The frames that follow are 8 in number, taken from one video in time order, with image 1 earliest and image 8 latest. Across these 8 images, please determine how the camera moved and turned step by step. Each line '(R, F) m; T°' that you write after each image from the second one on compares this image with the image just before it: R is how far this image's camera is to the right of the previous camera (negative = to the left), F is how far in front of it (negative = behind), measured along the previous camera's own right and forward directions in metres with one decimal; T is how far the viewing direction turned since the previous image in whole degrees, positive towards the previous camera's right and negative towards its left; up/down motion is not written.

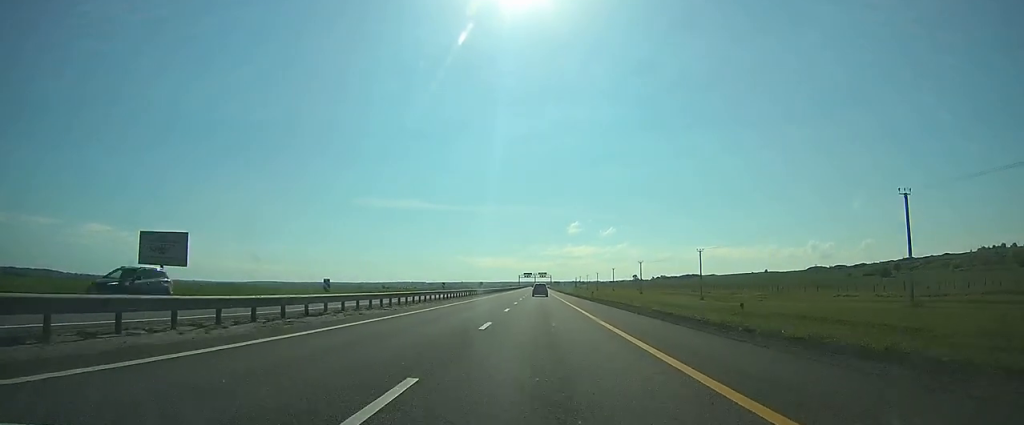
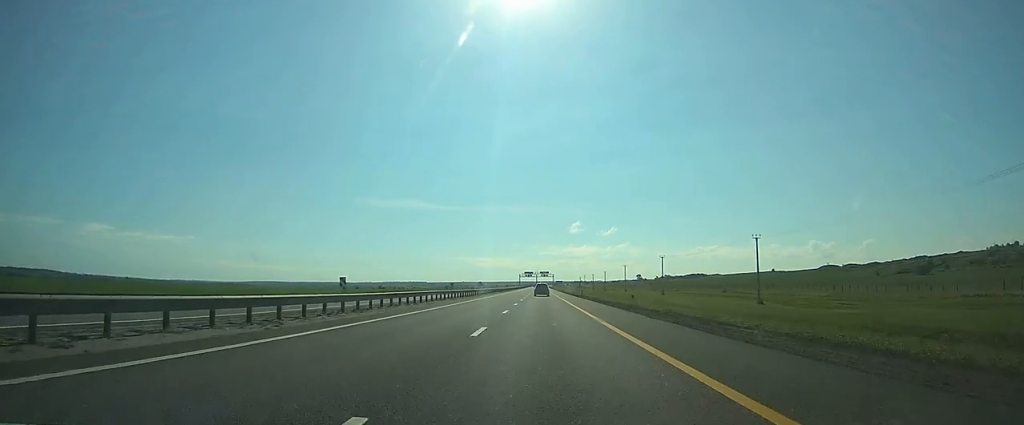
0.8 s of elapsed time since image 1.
(0.0, +26.0) m; 0°
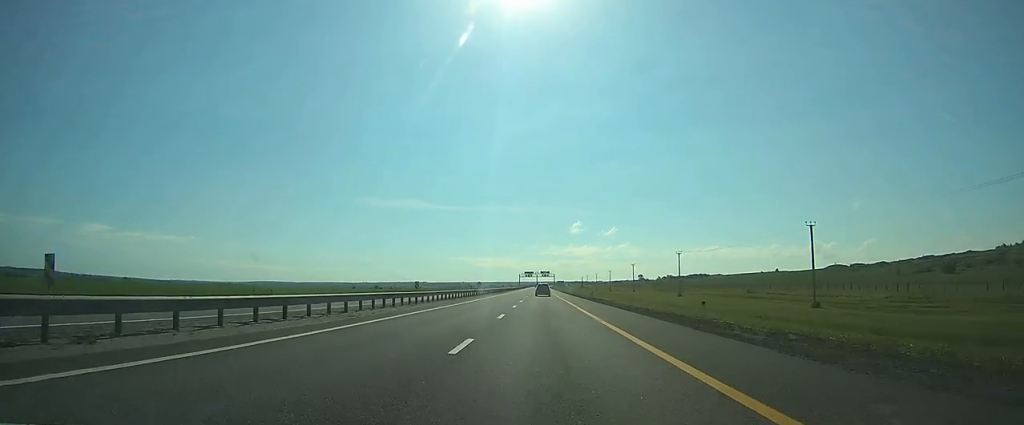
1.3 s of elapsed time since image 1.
(0.0, +15.6) m; 0°
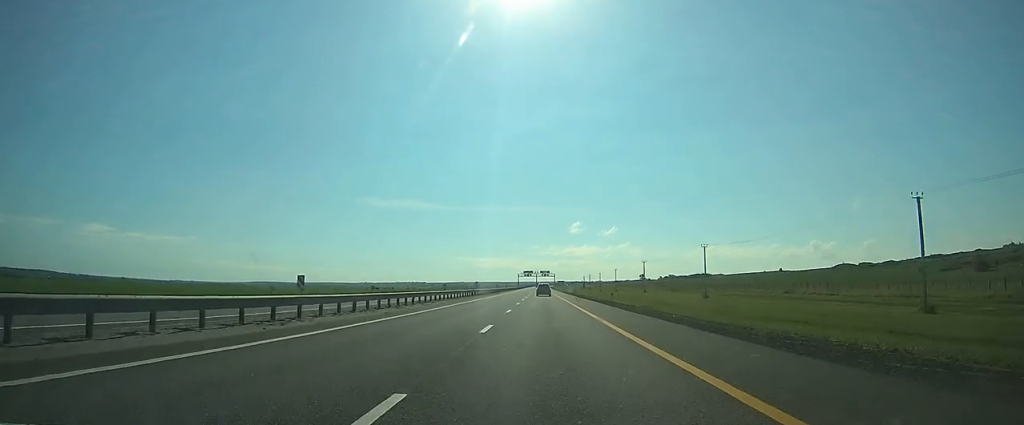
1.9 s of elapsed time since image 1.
(0.0, +18.7) m; 0°
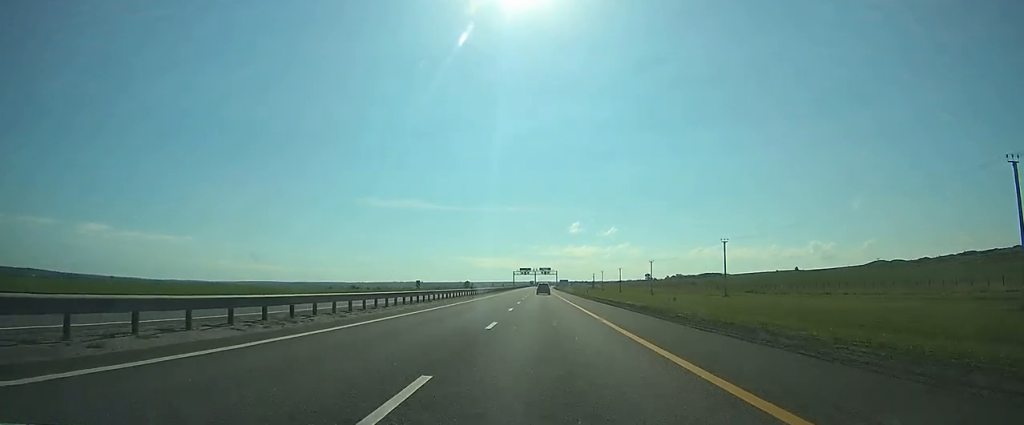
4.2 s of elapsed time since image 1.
(-0.2, +69.6) m; 0°
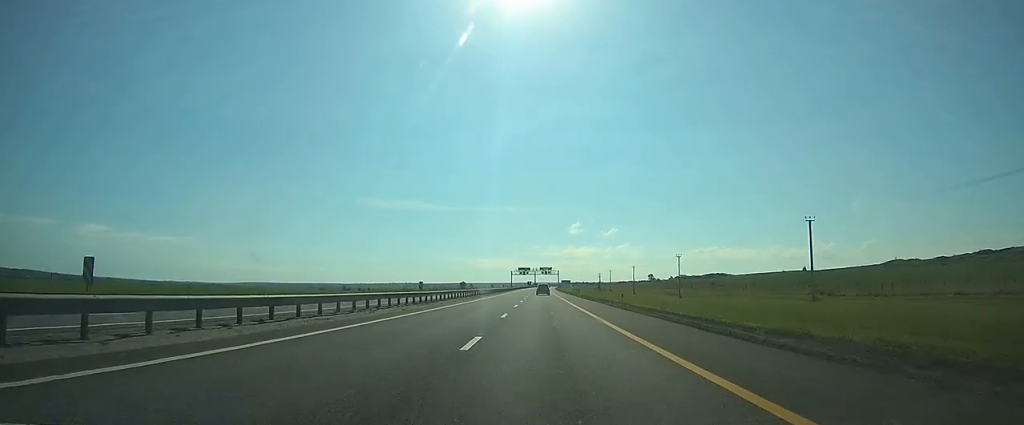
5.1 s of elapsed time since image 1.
(0.0, +29.1) m; 0°
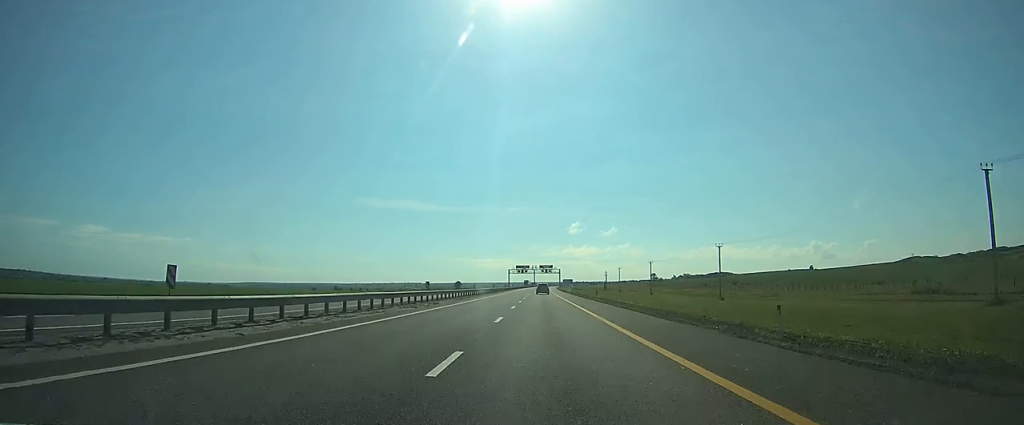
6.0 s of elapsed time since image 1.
(0.0, +27.0) m; 0°
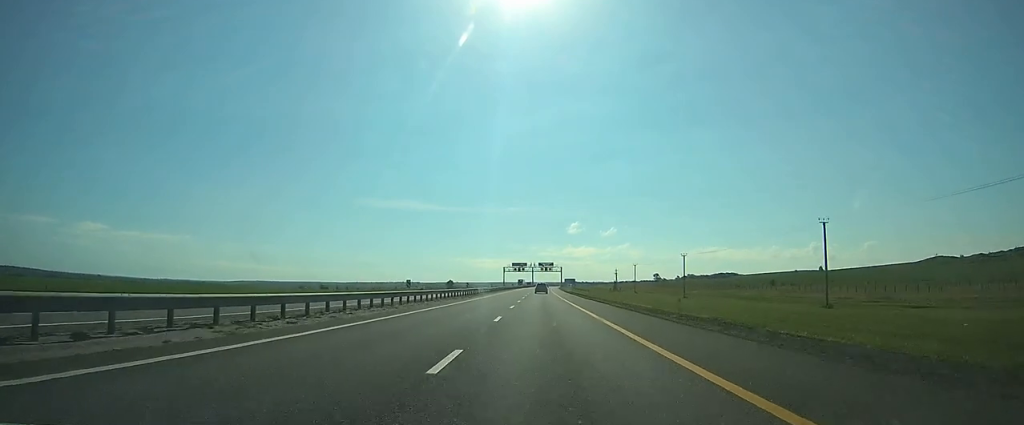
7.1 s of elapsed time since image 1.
(+0.1, +35.3) m; 0°
